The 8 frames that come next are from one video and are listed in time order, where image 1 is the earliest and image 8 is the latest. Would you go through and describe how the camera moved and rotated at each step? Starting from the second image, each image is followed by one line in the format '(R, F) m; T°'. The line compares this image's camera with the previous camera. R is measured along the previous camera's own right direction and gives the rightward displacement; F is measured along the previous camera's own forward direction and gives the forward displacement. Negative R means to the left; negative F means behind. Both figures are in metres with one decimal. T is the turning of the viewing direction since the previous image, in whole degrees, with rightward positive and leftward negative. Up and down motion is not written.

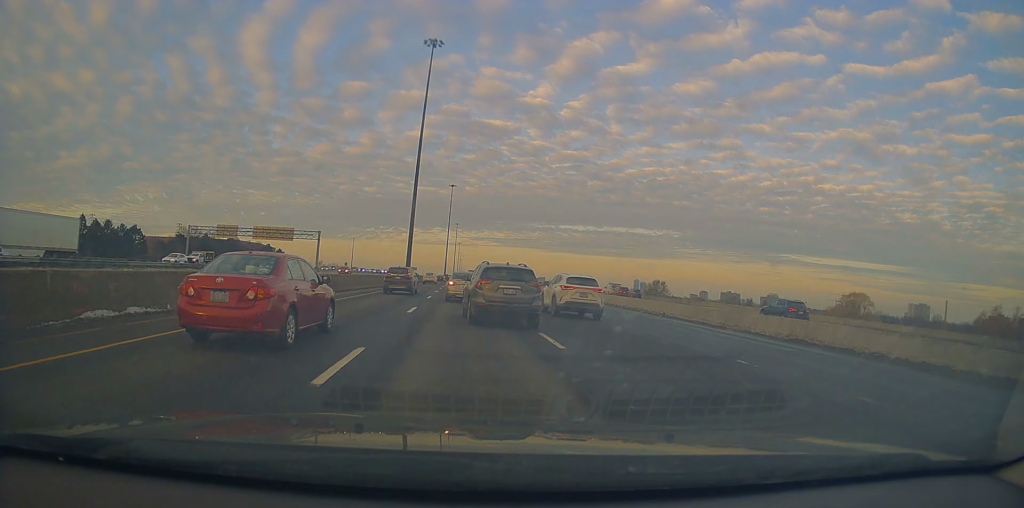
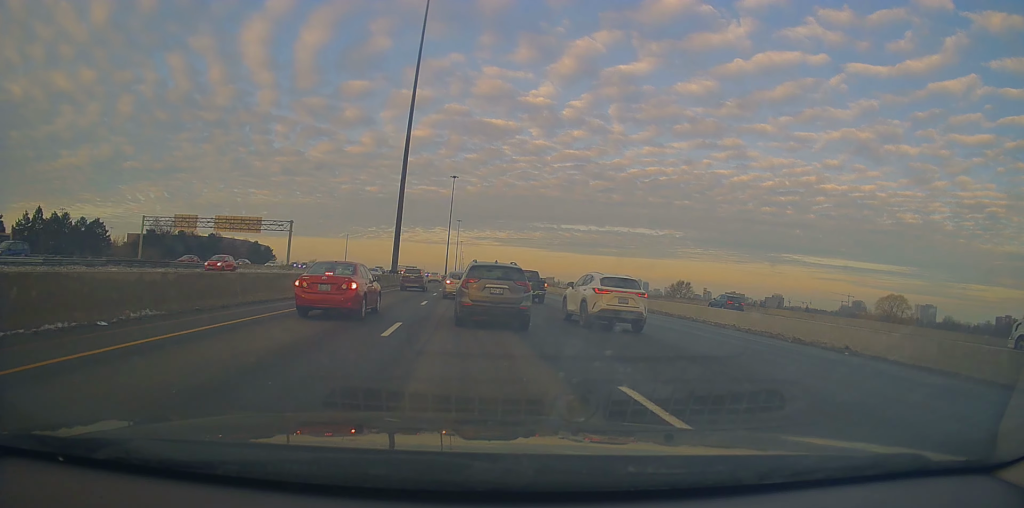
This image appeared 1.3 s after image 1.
(-0.3, +18.5) m; -1°
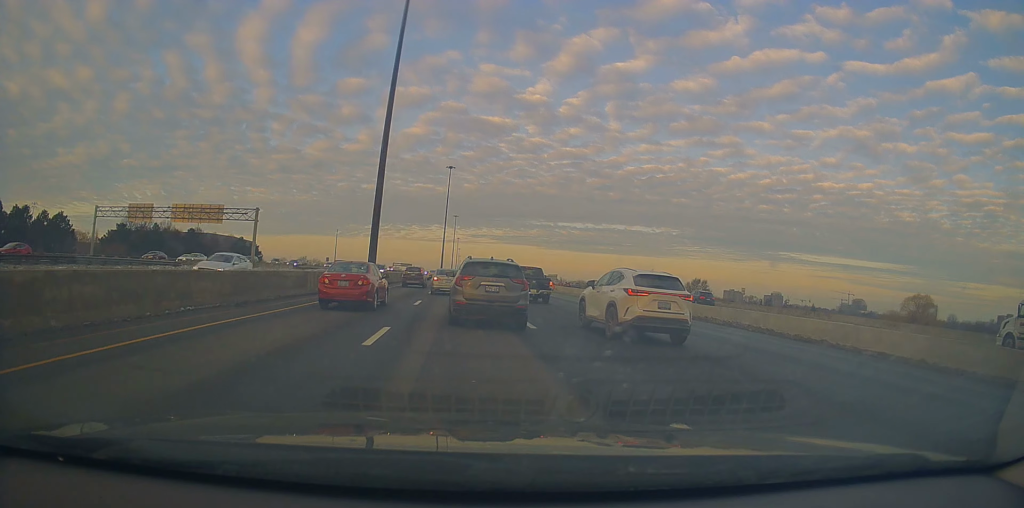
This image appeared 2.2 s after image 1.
(+0.1, +13.8) m; 0°
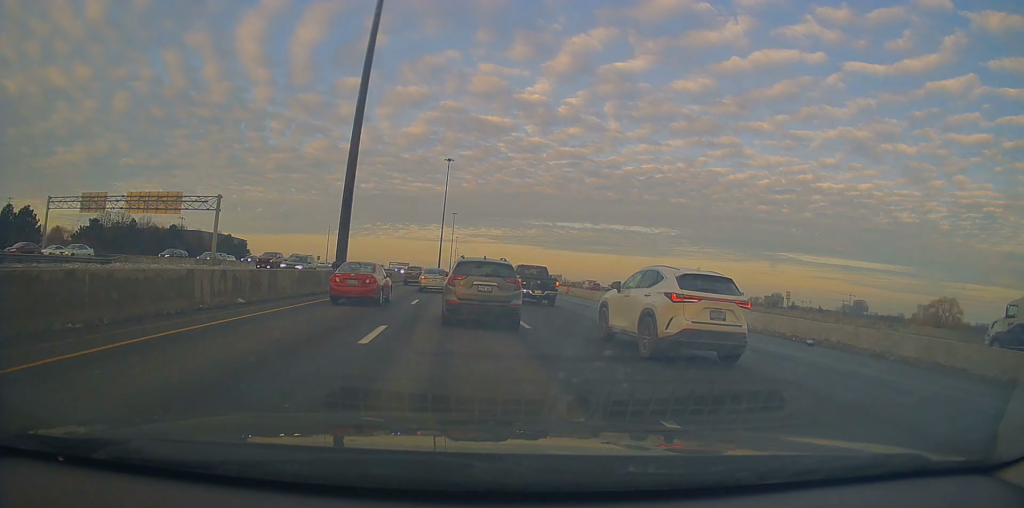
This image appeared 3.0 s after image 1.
(-0.2, +12.5) m; +1°
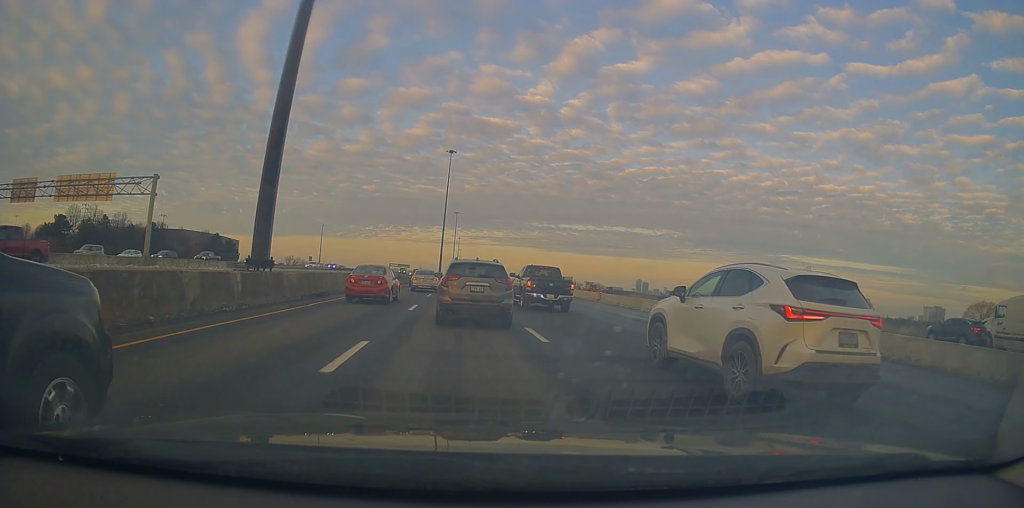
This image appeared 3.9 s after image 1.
(+0.3, +15.7) m; 0°
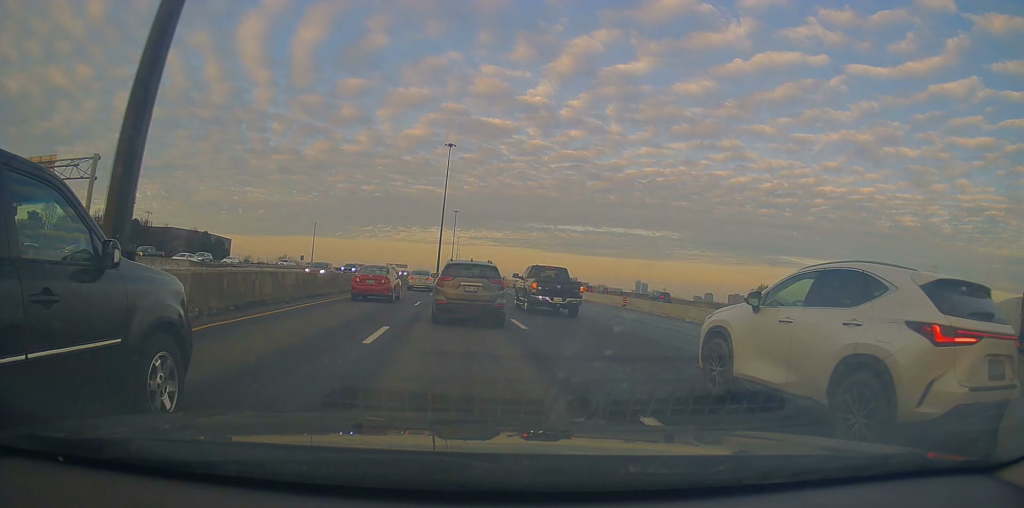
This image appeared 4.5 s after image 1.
(-0.1, +10.1) m; -1°
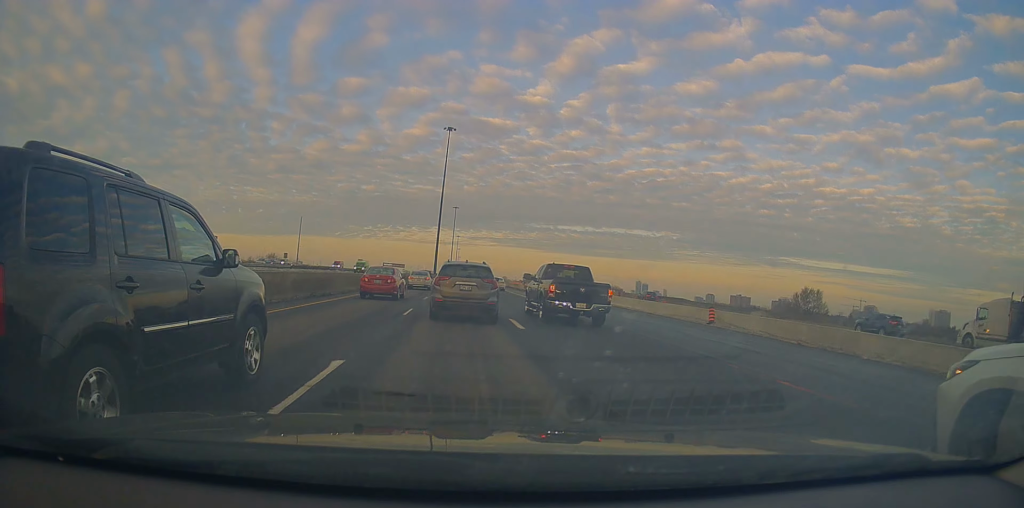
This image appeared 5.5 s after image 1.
(-0.3, +17.9) m; 0°
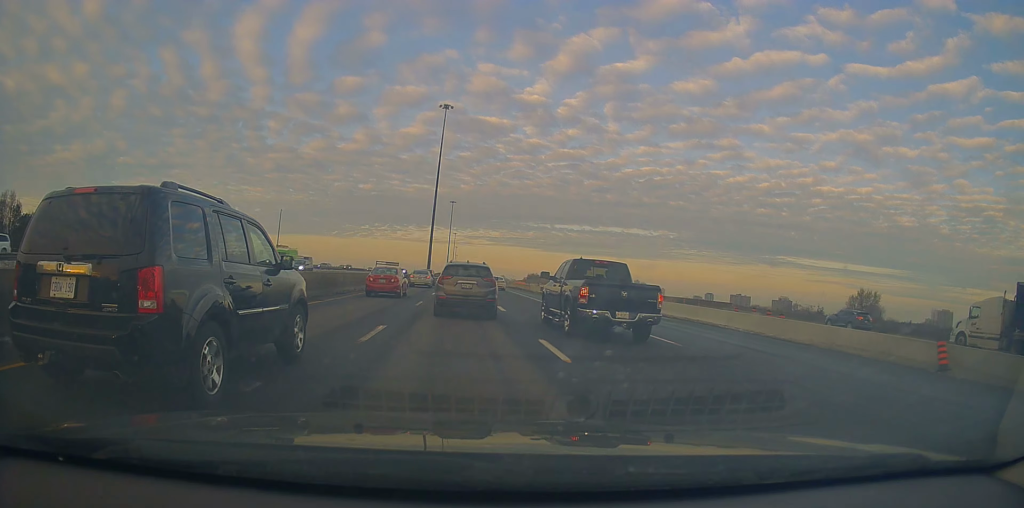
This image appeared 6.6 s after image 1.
(+0.1, +16.5) m; +1°
